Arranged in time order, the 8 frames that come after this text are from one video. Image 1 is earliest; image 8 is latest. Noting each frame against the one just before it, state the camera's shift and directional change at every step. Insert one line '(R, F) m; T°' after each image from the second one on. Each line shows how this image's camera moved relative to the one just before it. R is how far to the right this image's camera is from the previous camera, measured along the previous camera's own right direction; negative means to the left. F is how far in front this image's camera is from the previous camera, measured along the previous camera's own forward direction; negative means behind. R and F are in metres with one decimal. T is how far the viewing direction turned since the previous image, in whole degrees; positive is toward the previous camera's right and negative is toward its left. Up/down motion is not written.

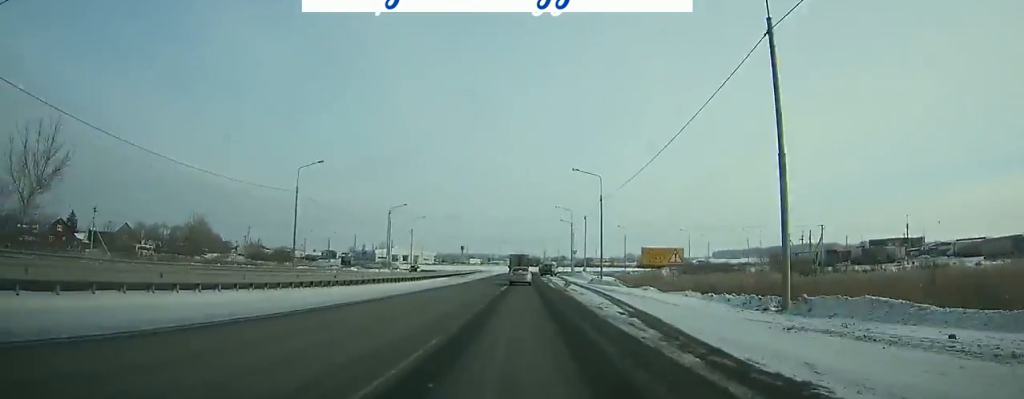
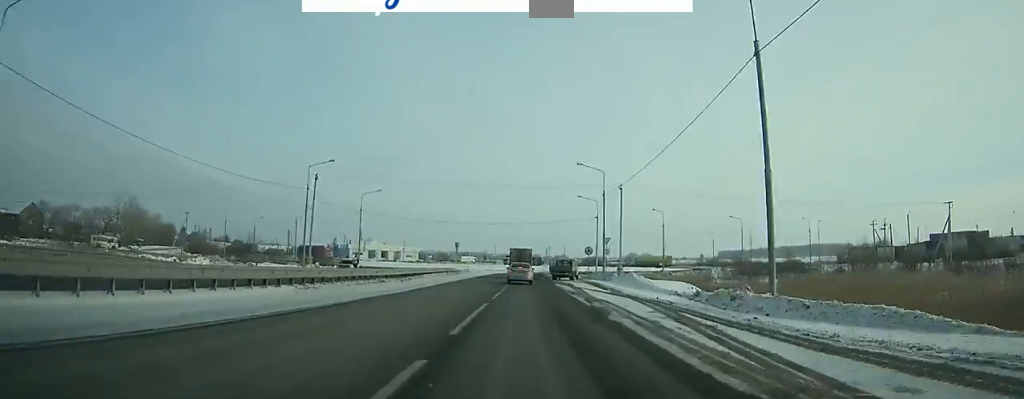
(0.0, +35.1) m; 0°
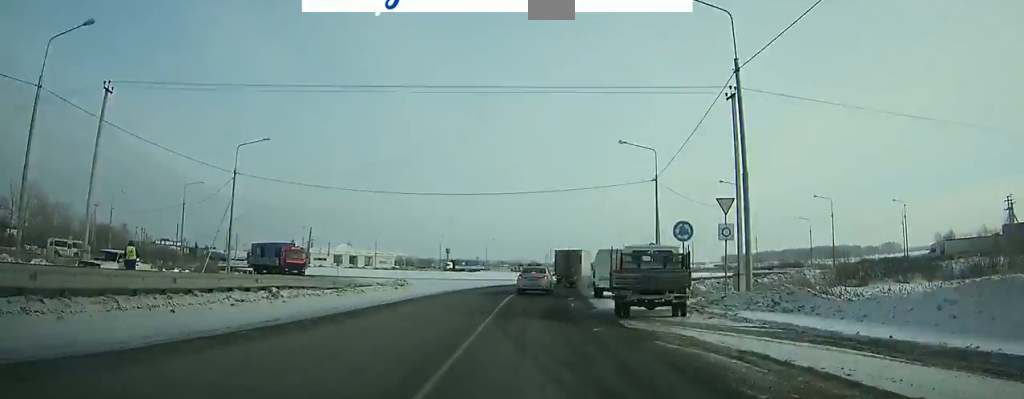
(+0.3, +33.0) m; +4°
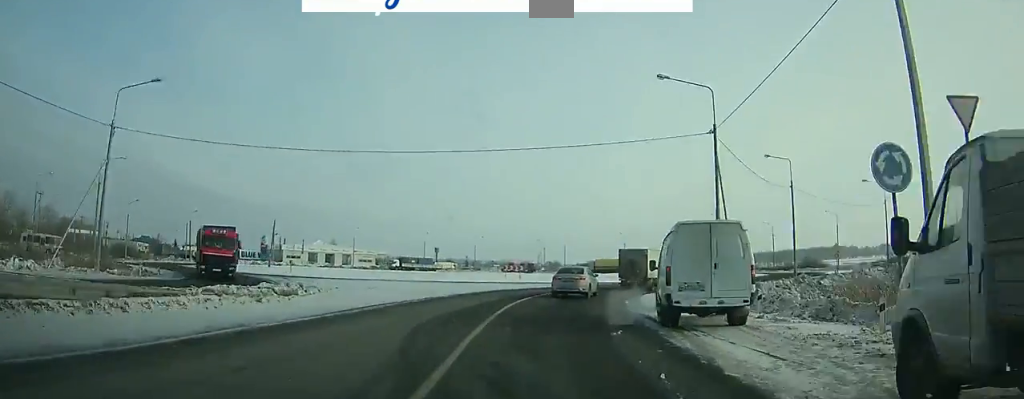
(0.0, +14.5) m; +5°
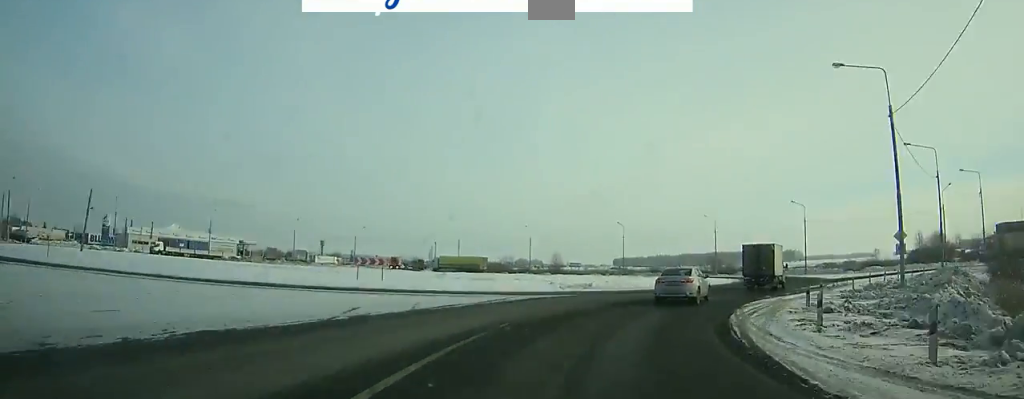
(+1.7, +26.0) m; +18°
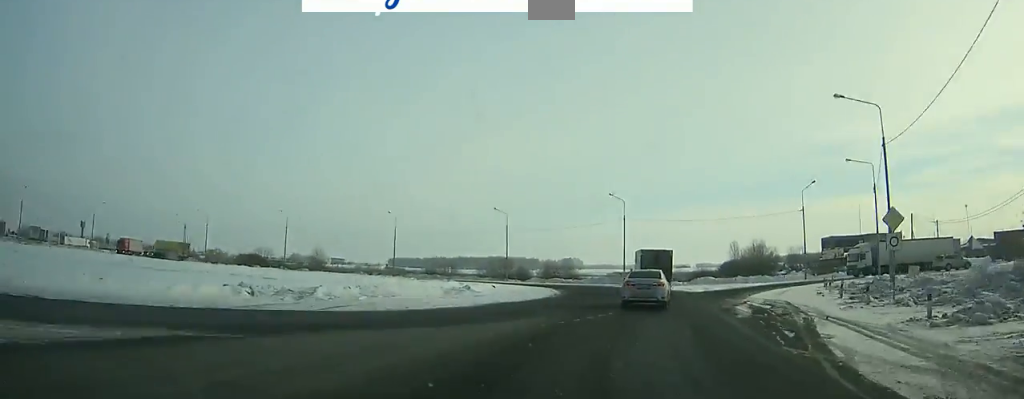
(+5.4, +19.7) m; +10°
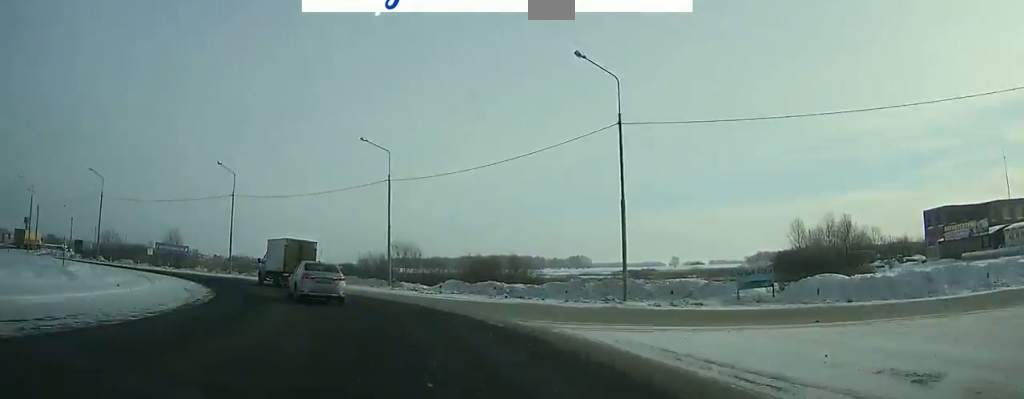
(-4.7, +44.6) m; -27°
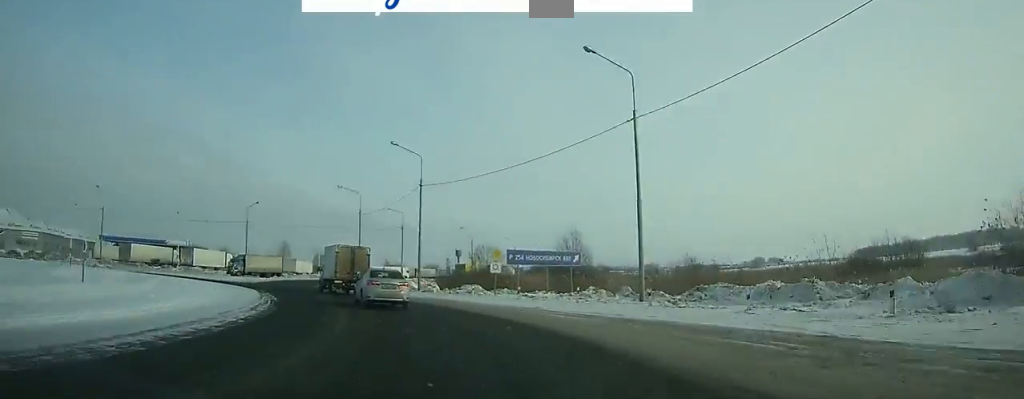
(-11.7, +34.4) m; -36°
